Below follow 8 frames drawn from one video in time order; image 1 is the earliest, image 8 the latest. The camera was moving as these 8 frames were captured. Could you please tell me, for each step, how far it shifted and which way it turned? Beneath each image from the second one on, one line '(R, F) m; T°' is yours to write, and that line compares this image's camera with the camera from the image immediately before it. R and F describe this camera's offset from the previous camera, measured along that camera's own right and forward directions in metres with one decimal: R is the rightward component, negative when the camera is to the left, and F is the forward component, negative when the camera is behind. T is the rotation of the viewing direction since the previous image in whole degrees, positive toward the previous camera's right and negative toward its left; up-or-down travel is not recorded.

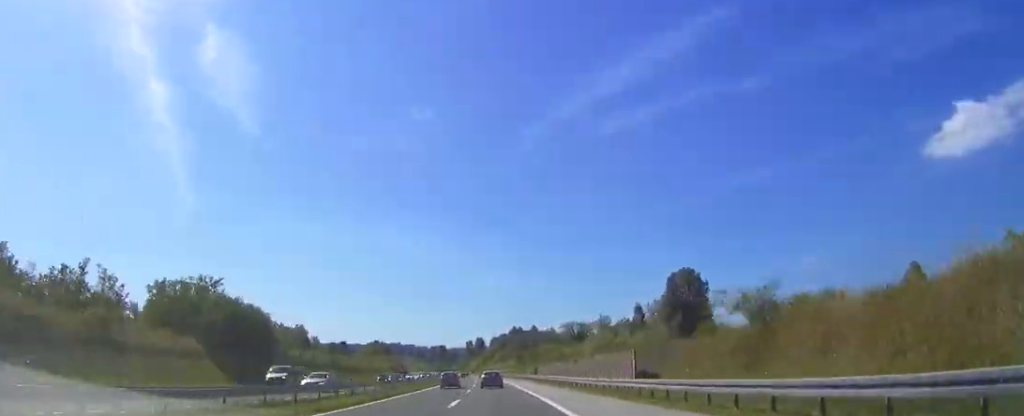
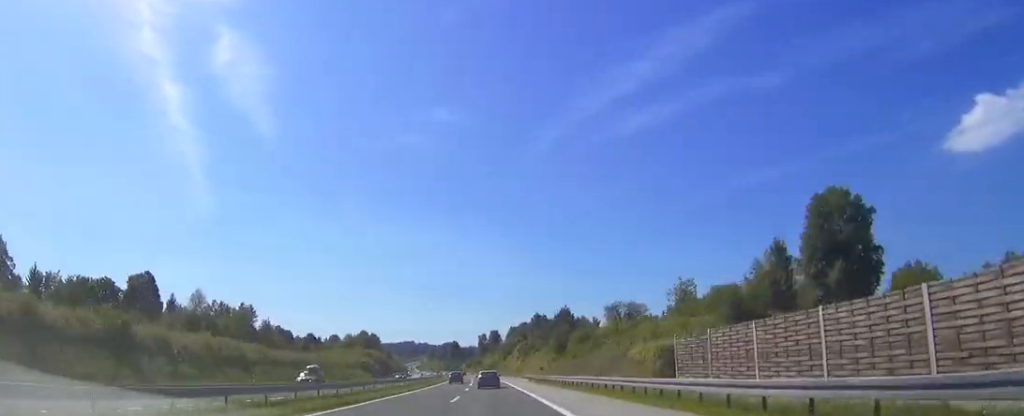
(-1.0, +67.9) m; -2°
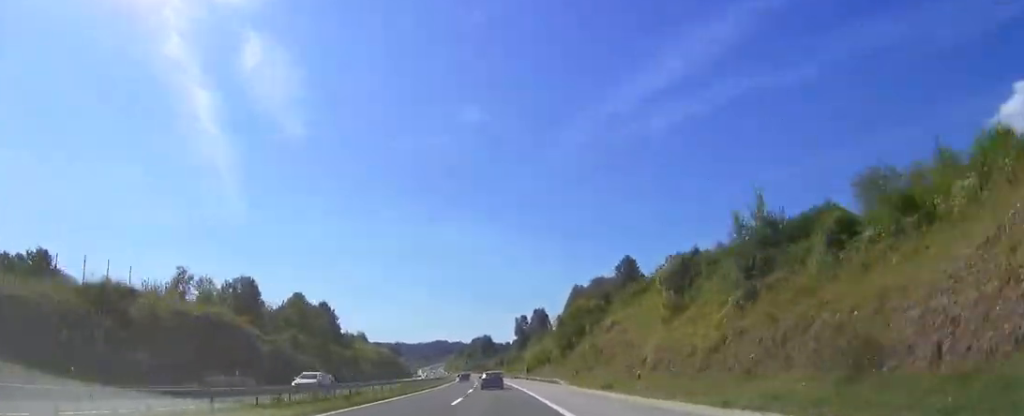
(-3.8, +127.4) m; -3°
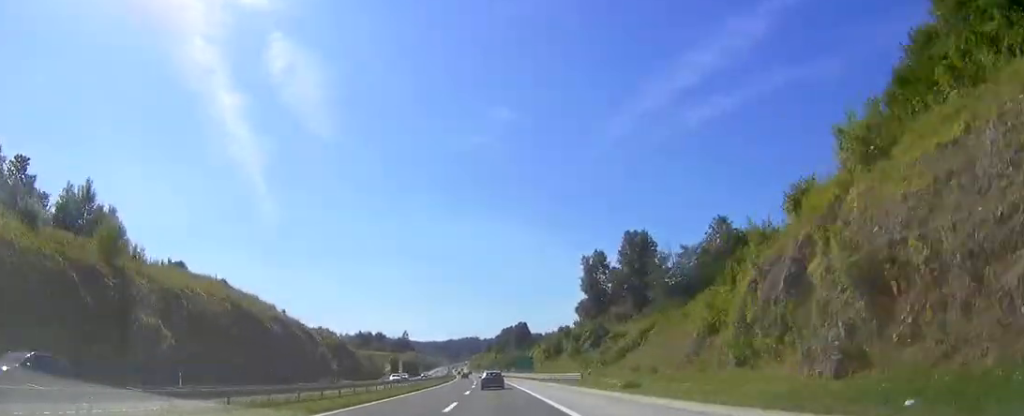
(-3.6, +131.3) m; -3°
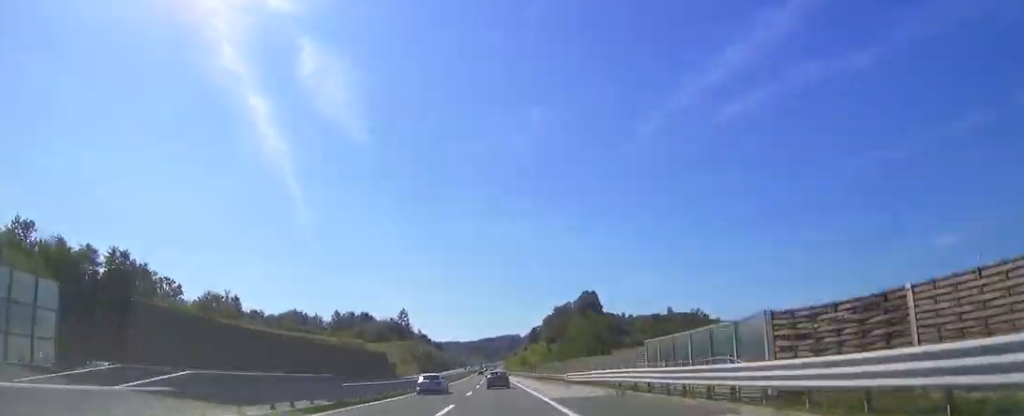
(-6.0, +163.1) m; -3°
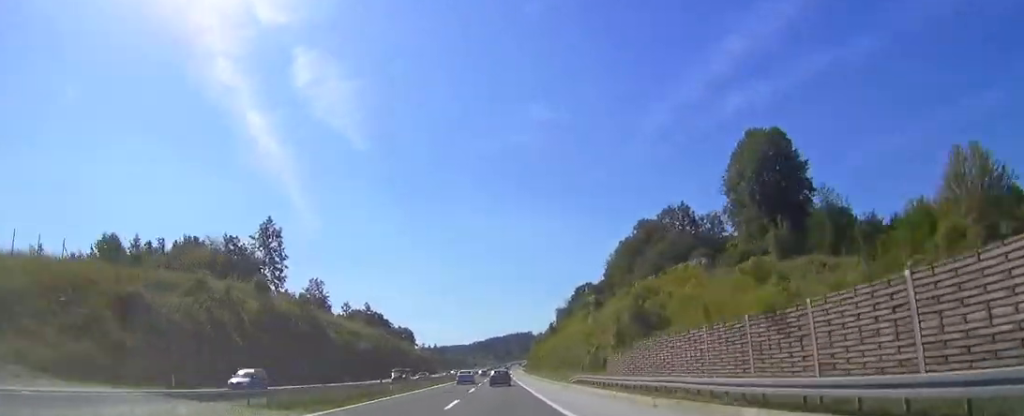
(-1.6, +175.4) m; 0°
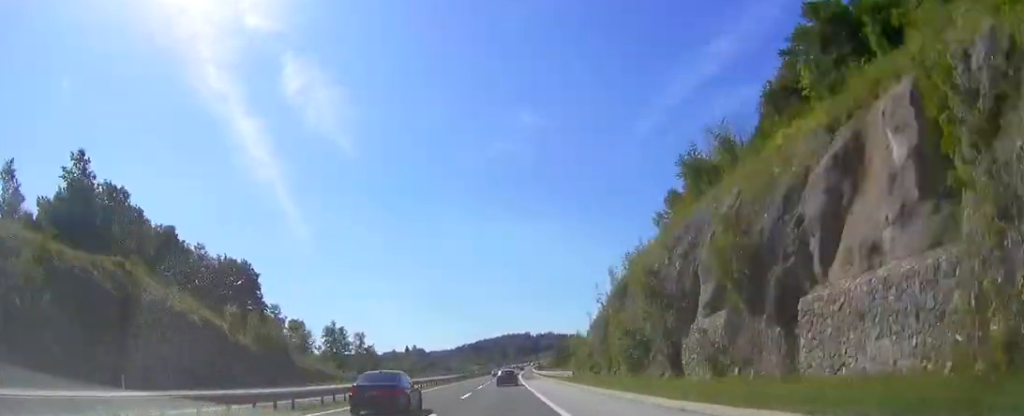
(+1.4, +151.0) m; +1°
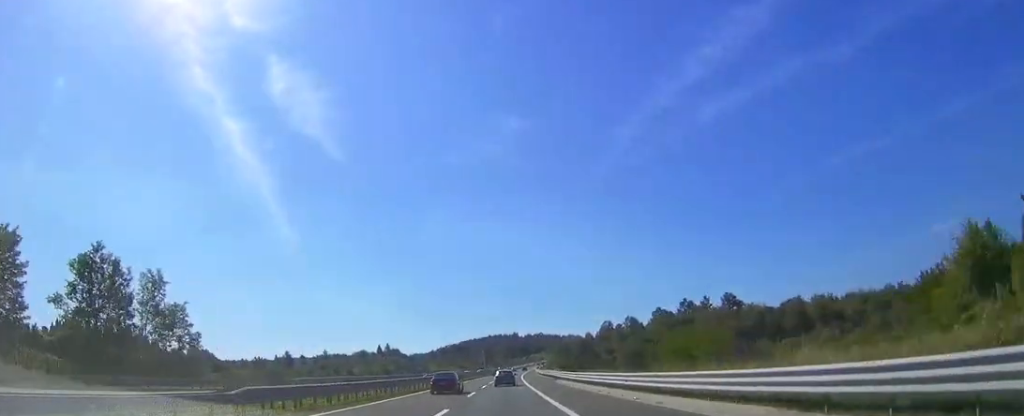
(0.0, +86.6) m; +1°
